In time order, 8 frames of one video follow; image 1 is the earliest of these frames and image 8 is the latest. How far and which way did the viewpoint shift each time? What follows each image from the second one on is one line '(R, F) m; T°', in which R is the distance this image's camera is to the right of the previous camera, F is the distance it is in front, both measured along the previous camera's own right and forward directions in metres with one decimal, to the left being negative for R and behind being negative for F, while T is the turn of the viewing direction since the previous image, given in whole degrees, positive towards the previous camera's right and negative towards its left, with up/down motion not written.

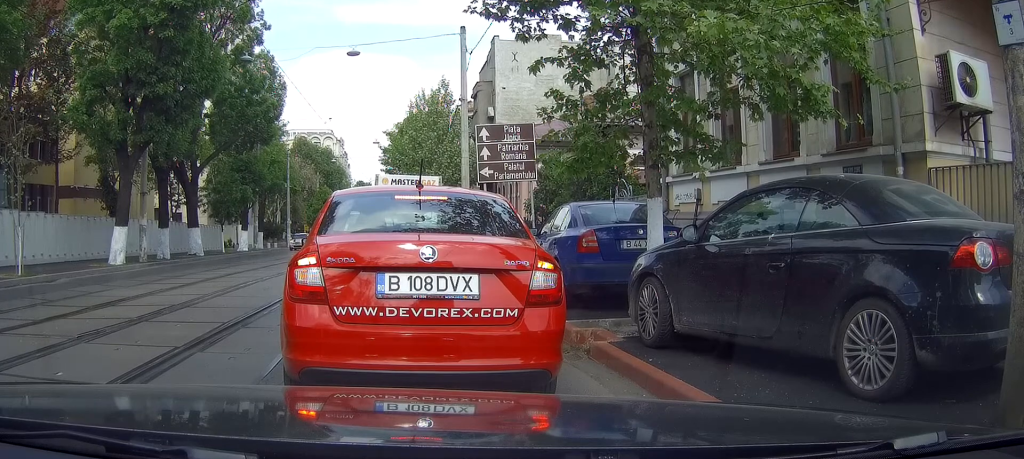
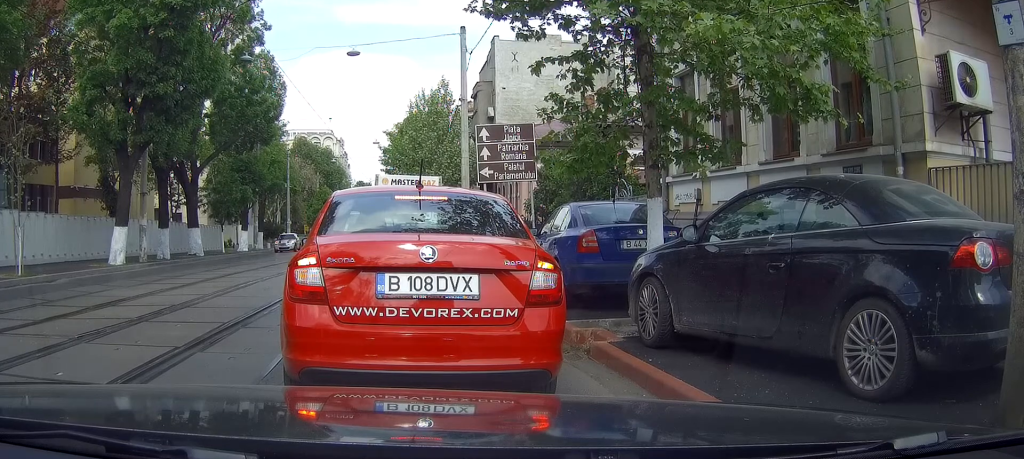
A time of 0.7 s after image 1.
(0.0, 0.0) m; 0°
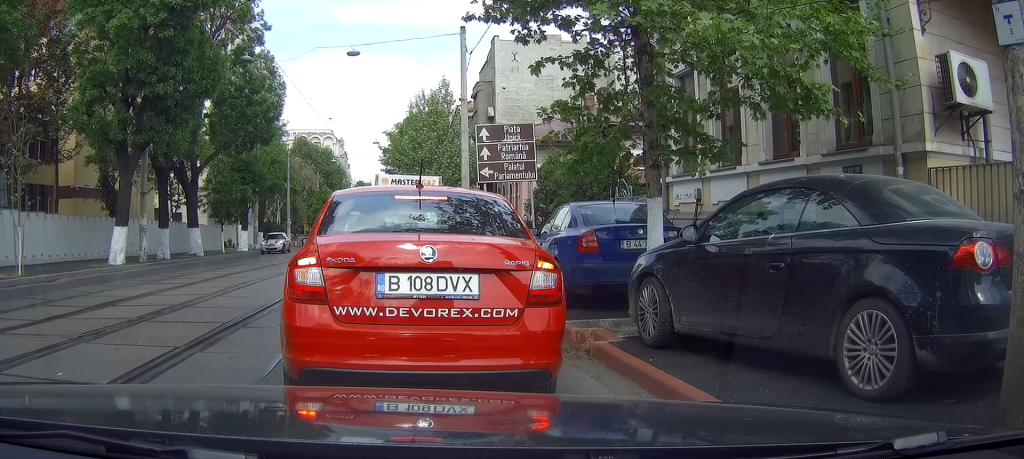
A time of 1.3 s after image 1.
(0.0, 0.0) m; 0°
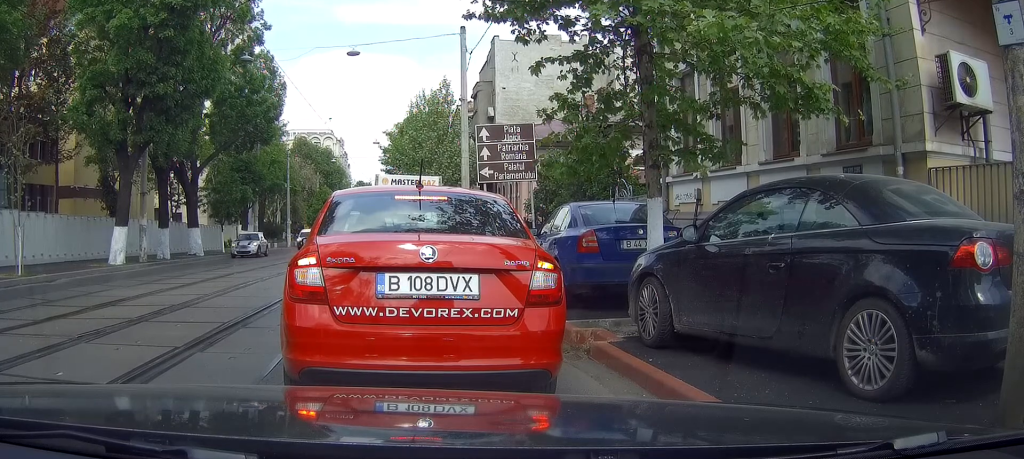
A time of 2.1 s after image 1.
(0.0, 0.0) m; 0°
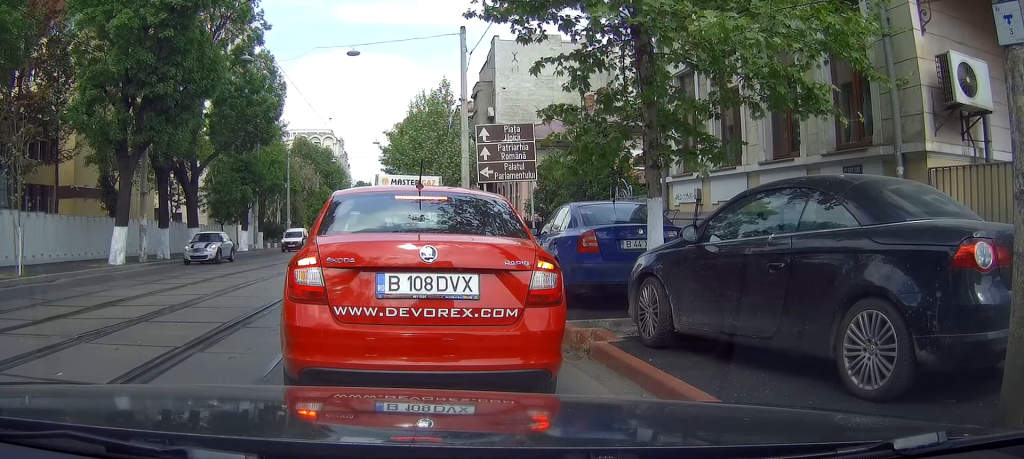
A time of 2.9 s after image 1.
(0.0, 0.0) m; 0°
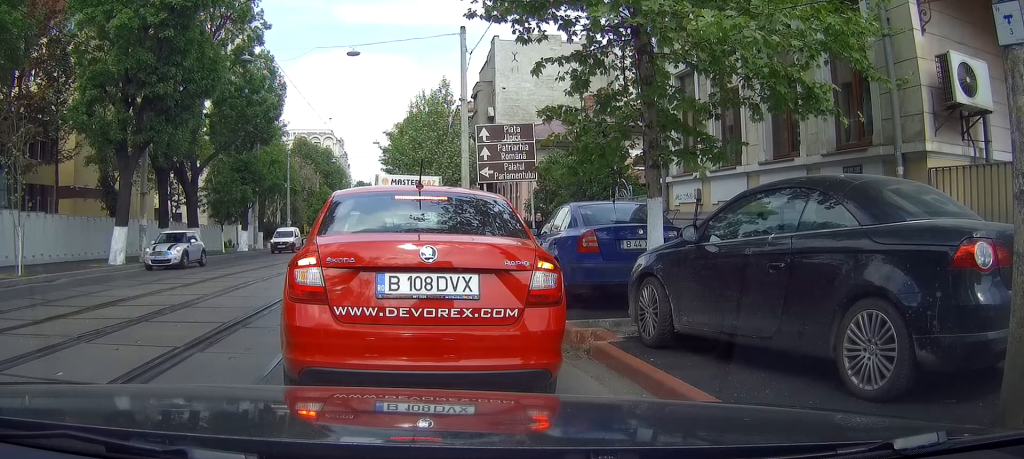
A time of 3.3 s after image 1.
(0.0, 0.0) m; 0°
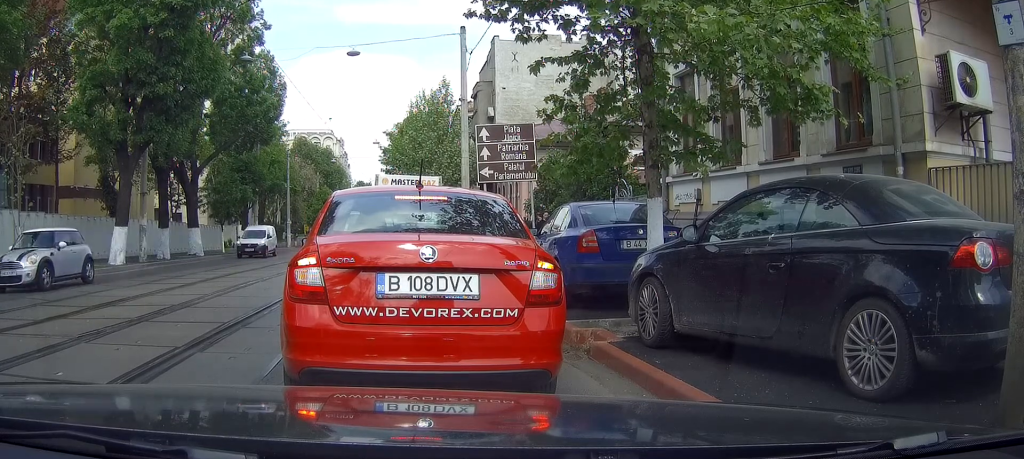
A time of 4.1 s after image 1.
(0.0, 0.0) m; 0°
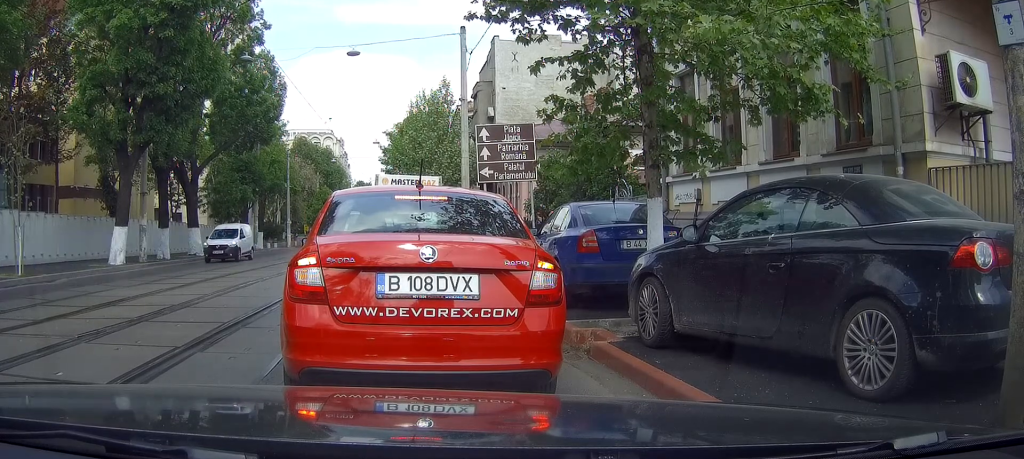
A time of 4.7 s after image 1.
(0.0, 0.0) m; 0°
